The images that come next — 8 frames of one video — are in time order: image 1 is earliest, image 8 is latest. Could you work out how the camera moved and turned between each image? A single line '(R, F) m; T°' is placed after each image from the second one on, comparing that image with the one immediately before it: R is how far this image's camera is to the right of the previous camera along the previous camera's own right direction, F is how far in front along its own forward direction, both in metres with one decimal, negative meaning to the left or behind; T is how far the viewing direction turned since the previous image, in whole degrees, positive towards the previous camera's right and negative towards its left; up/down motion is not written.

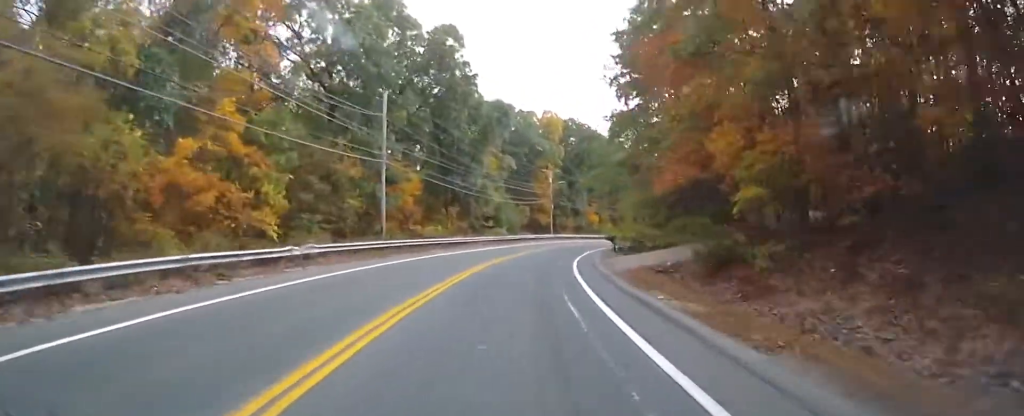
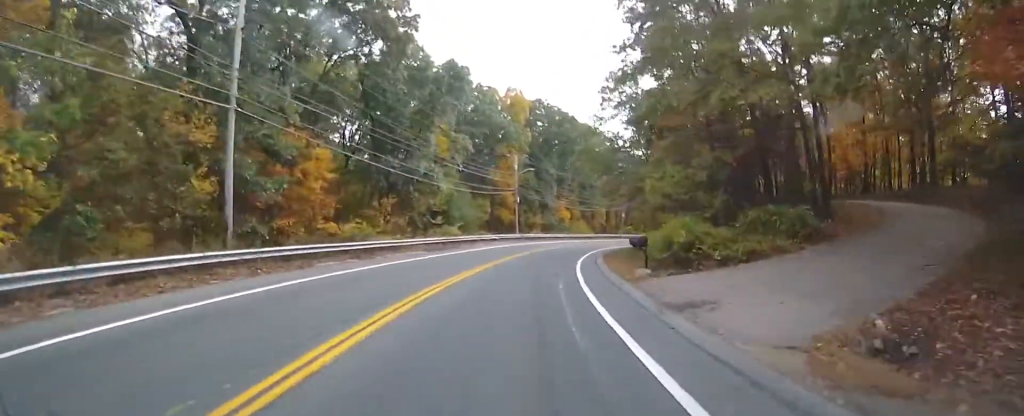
(+0.5, +16.8) m; +3°
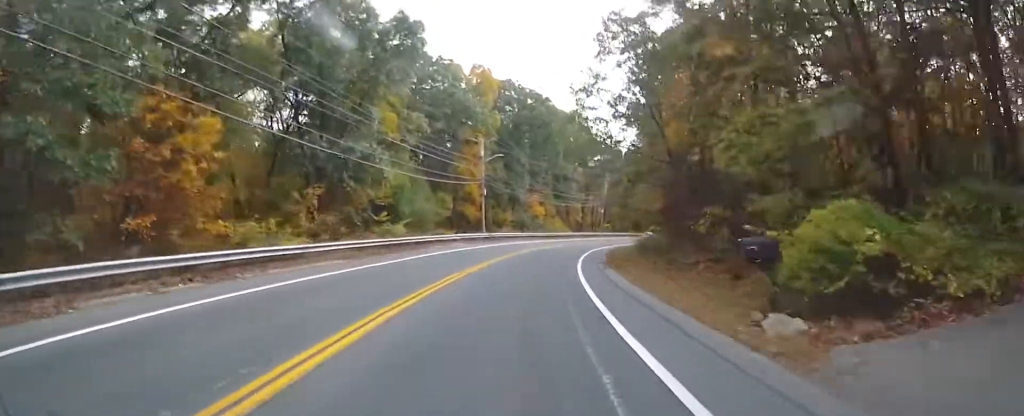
(+0.2, +11.8) m; +2°
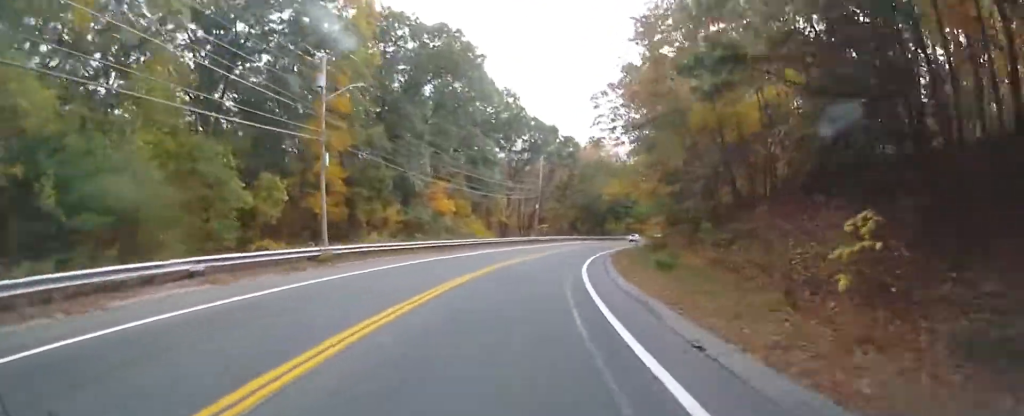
(+1.4, +31.1) m; +5°
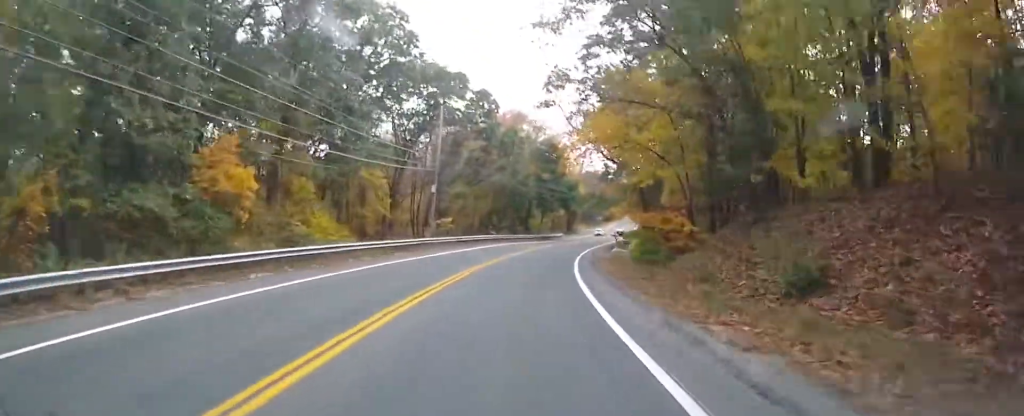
(+1.4, +29.2) m; +5°
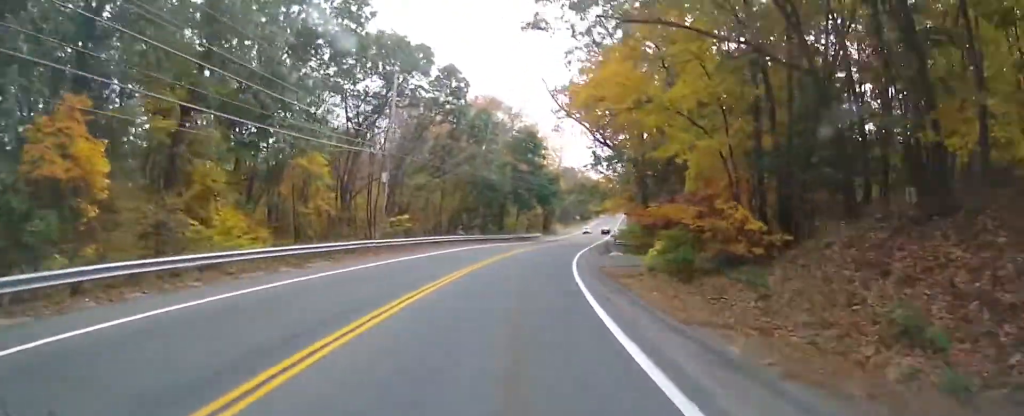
(+0.3, +9.4) m; +2°
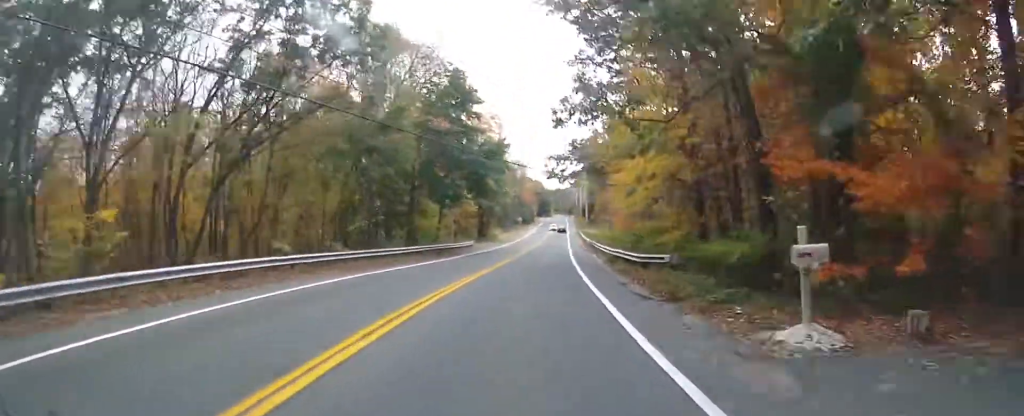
(+1.2, +26.8) m; +6°
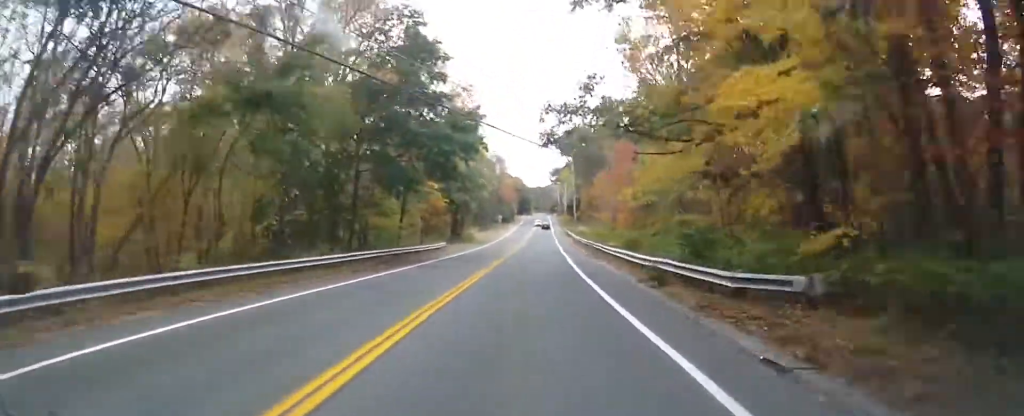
(+0.7, +10.3) m; +2°
